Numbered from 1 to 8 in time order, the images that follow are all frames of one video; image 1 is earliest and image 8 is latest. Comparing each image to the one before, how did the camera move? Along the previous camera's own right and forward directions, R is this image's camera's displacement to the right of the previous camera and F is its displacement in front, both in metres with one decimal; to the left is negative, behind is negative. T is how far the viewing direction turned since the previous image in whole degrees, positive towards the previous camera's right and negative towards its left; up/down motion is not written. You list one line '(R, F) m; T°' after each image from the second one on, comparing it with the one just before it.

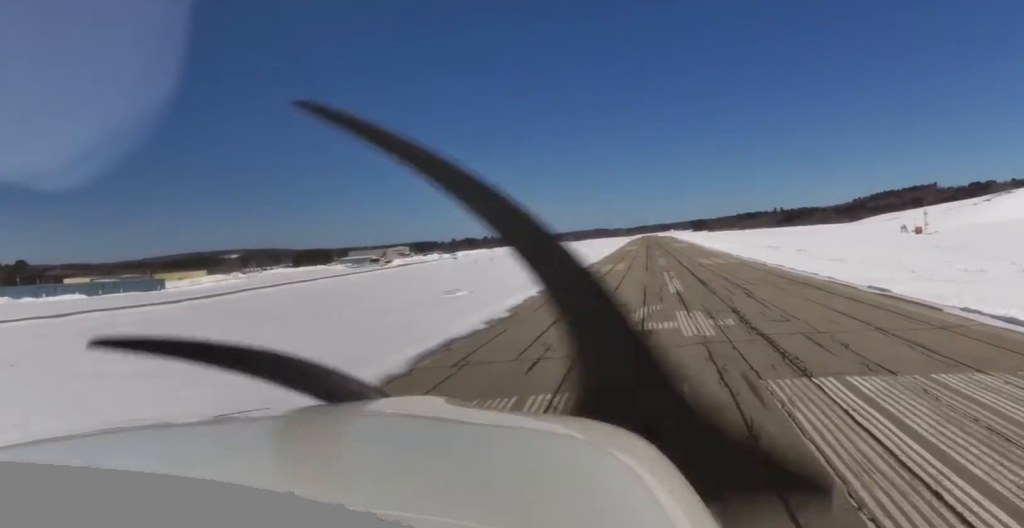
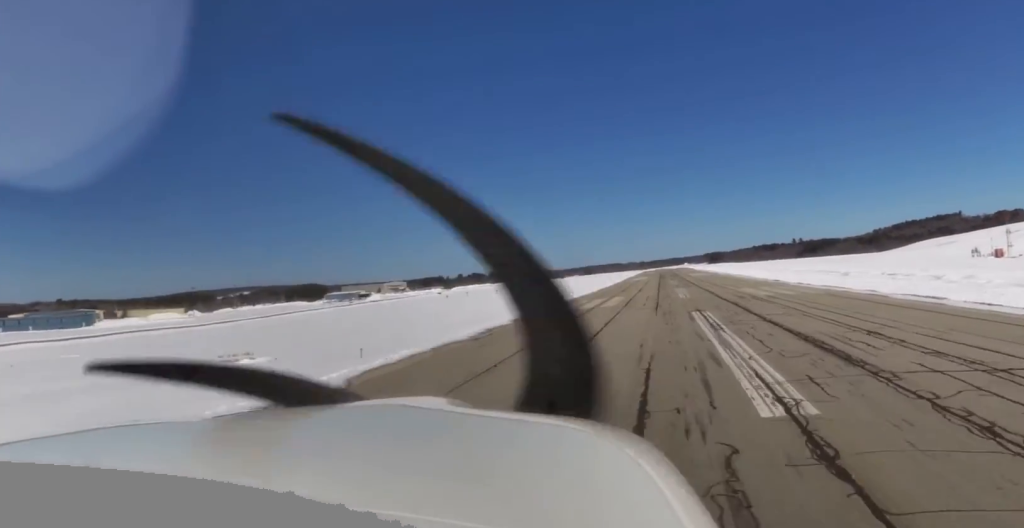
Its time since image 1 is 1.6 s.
(-2.0, +54.6) m; -3°
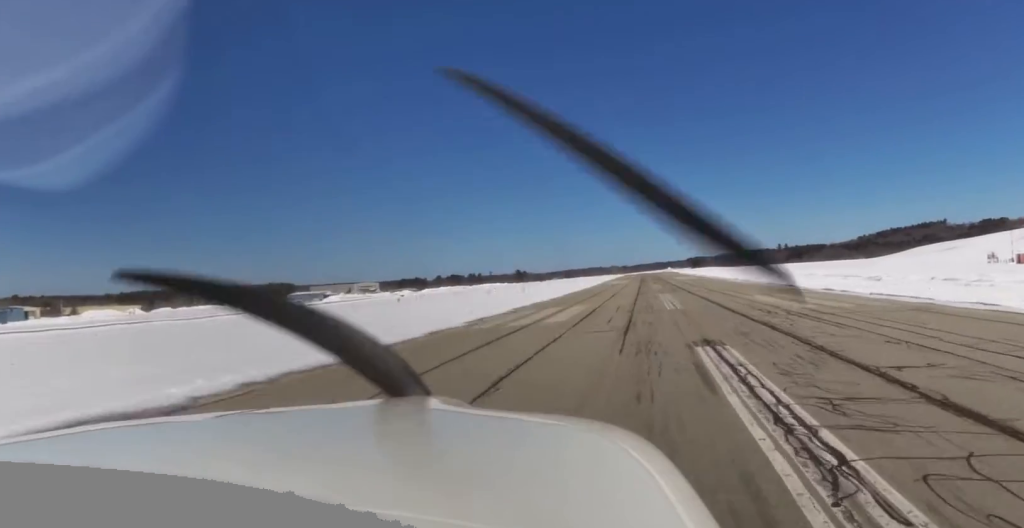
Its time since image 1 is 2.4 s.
(-0.3, +27.9) m; +1°
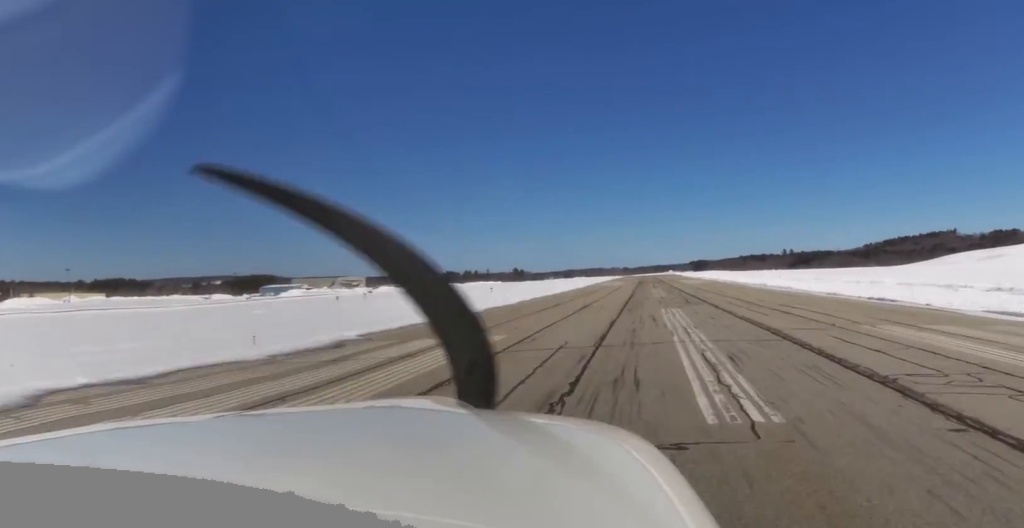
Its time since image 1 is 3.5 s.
(+1.2, +39.2) m; 0°
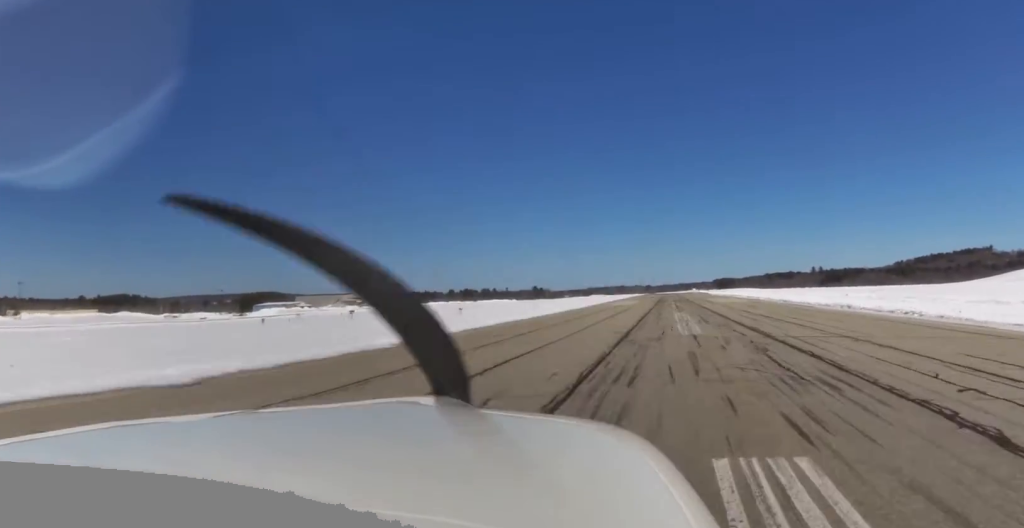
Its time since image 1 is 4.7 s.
(-0.8, +39.8) m; 0°
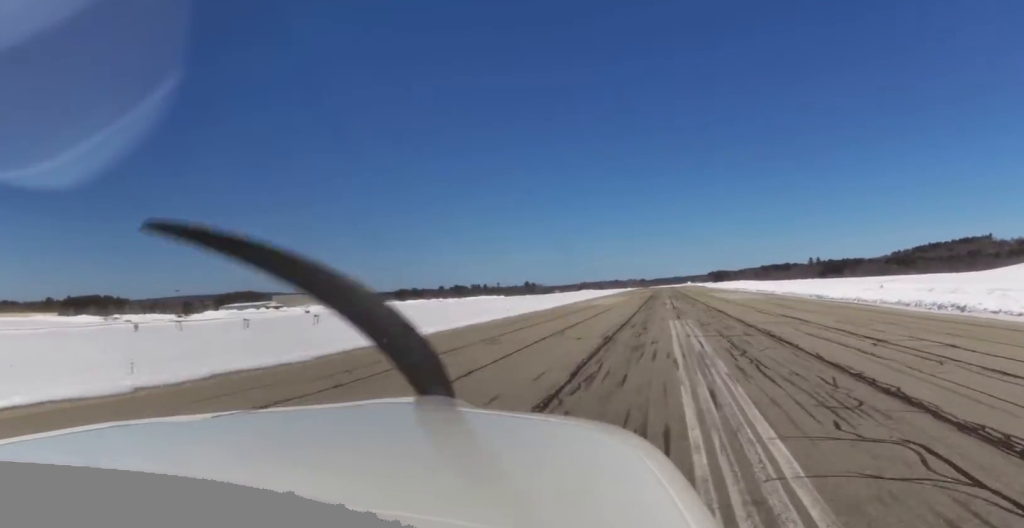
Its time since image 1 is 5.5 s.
(+0.2, +29.3) m; +1°
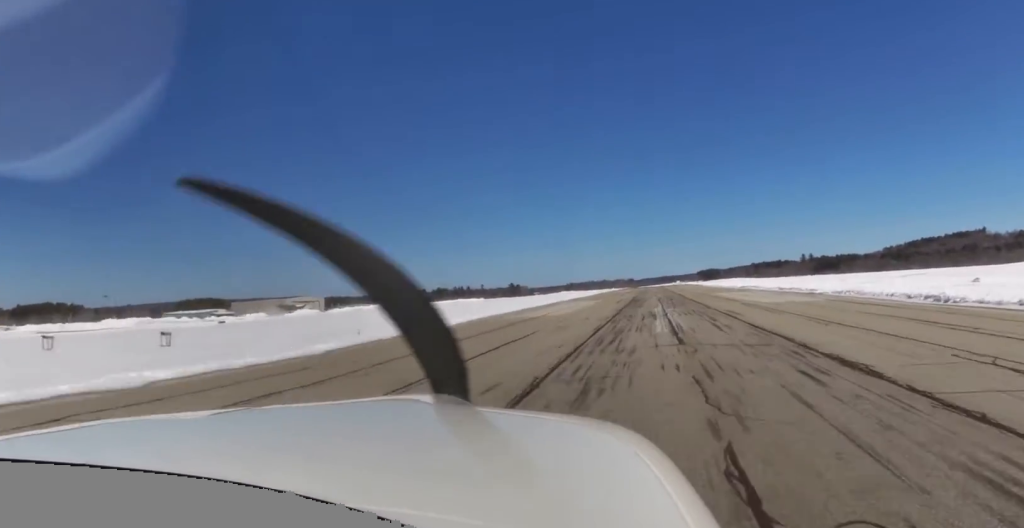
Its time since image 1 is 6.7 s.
(+0.6, +39.0) m; 0°
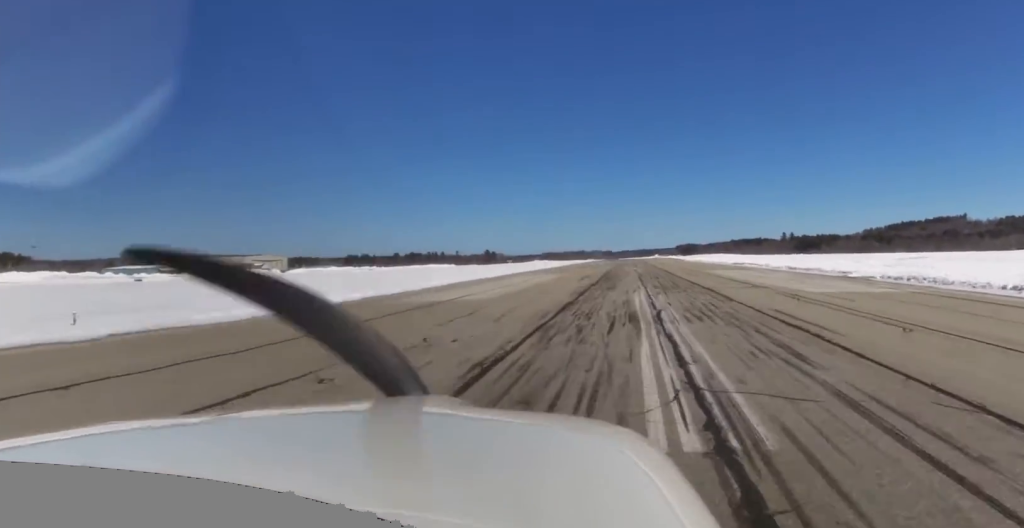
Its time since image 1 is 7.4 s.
(-0.1, +22.1) m; -1°
